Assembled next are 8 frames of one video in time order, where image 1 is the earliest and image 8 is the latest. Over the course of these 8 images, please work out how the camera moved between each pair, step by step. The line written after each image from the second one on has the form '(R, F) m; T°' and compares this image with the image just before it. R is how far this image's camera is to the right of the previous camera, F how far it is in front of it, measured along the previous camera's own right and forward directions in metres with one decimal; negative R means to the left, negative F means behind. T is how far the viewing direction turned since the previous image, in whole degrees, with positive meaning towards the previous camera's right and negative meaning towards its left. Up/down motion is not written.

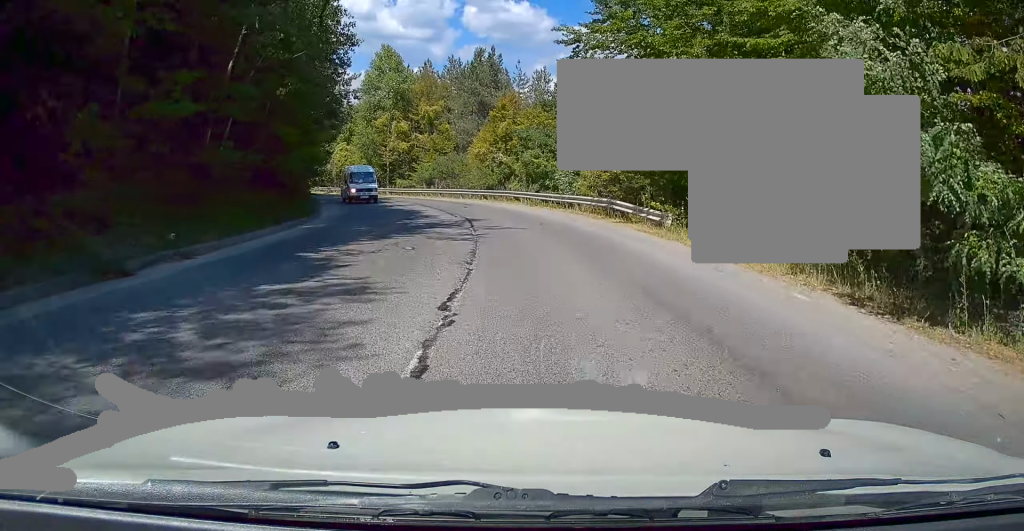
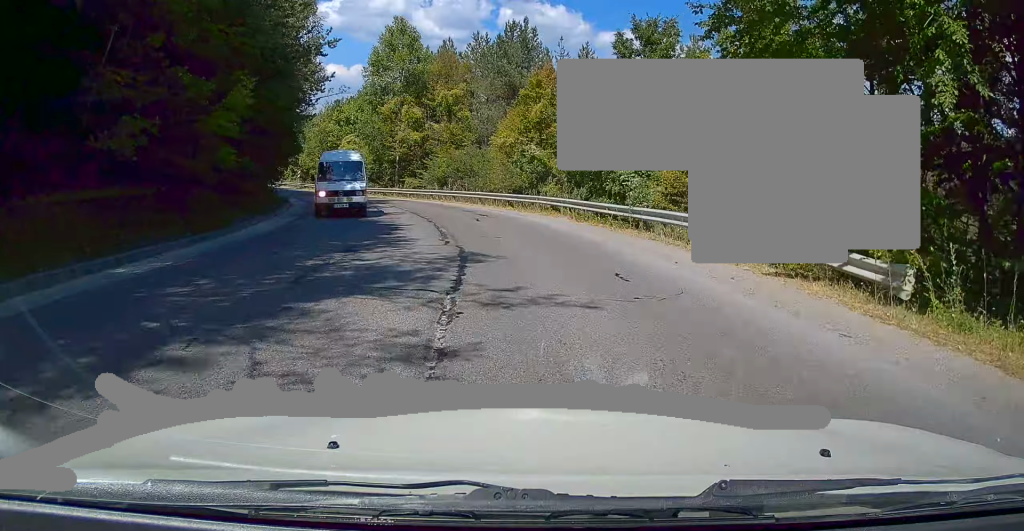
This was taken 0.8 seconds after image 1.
(-0.3, +11.6) m; -4°
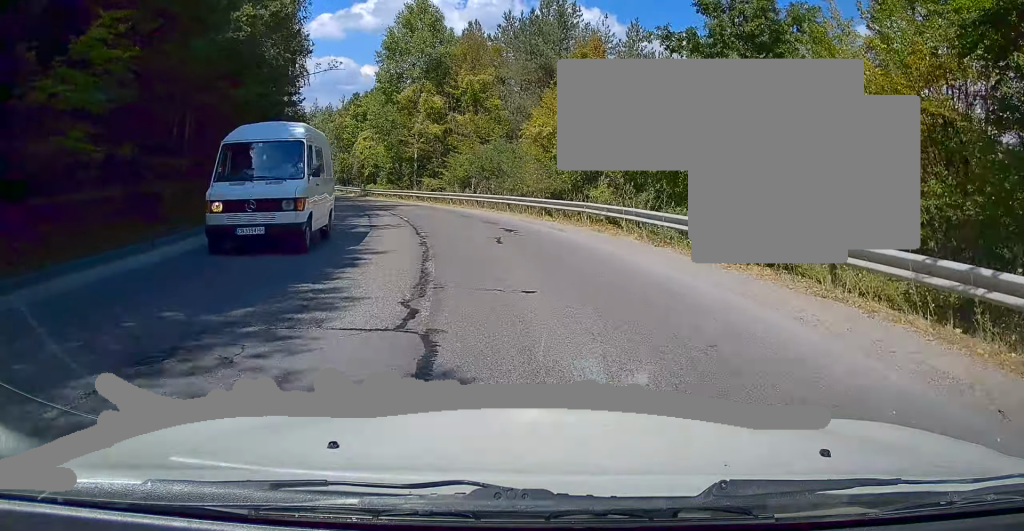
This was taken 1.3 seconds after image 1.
(-0.1, +7.5) m; -4°
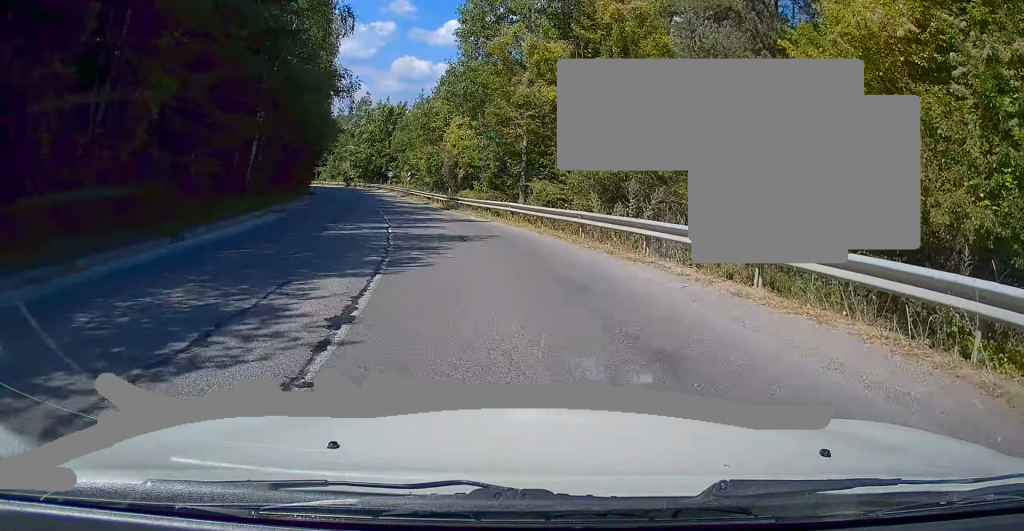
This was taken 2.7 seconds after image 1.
(-1.8, +18.2) m; -13°
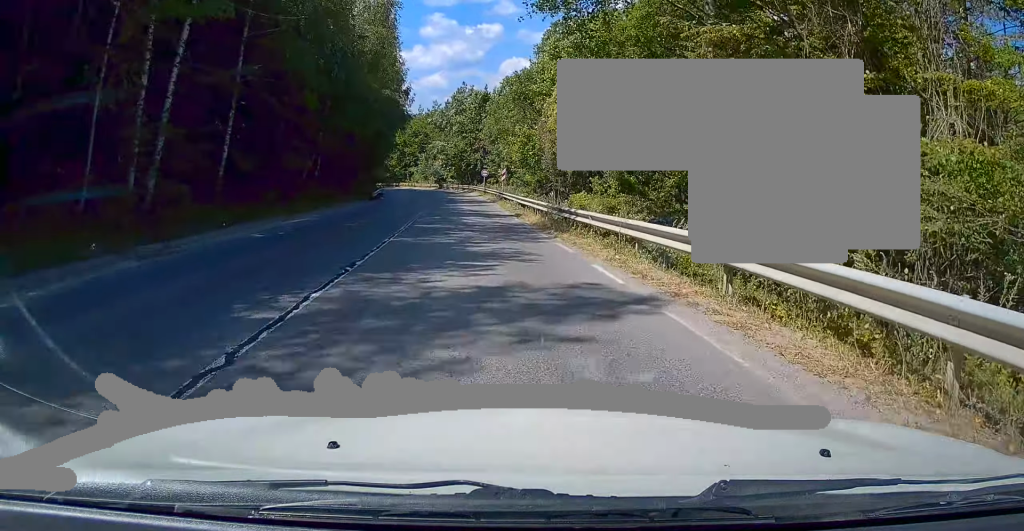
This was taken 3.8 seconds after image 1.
(-1.7, +16.3) m; -9°
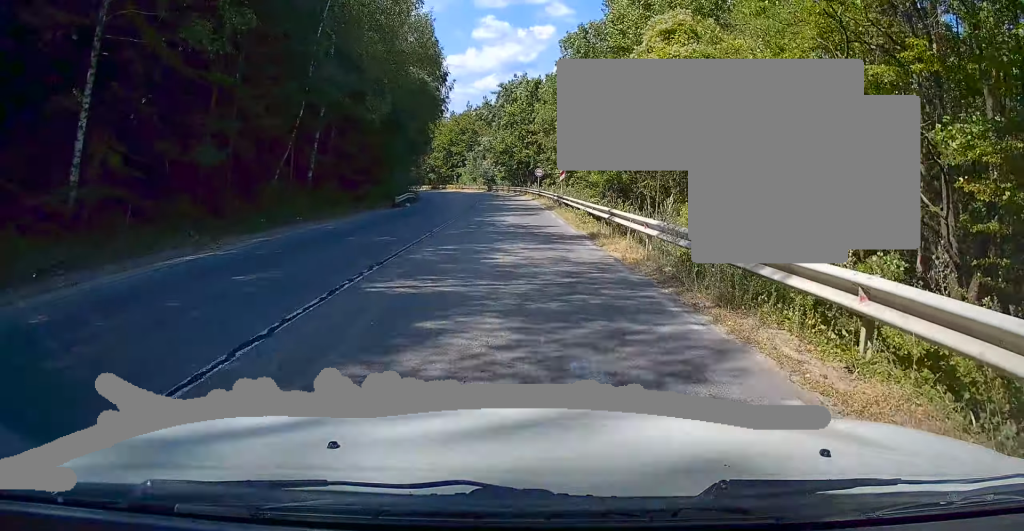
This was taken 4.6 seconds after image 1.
(-0.3, +11.1) m; -5°
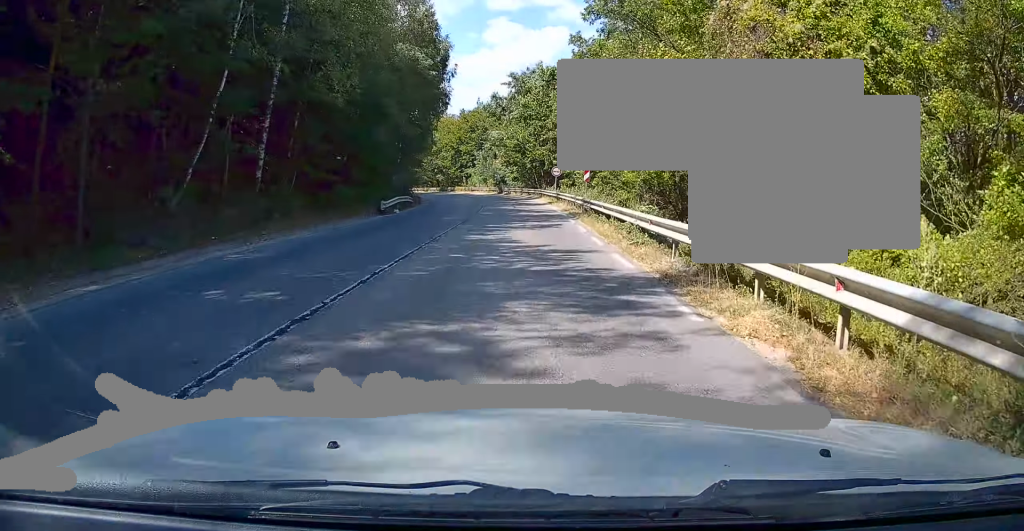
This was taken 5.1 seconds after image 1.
(-0.4, +8.0) m; -3°
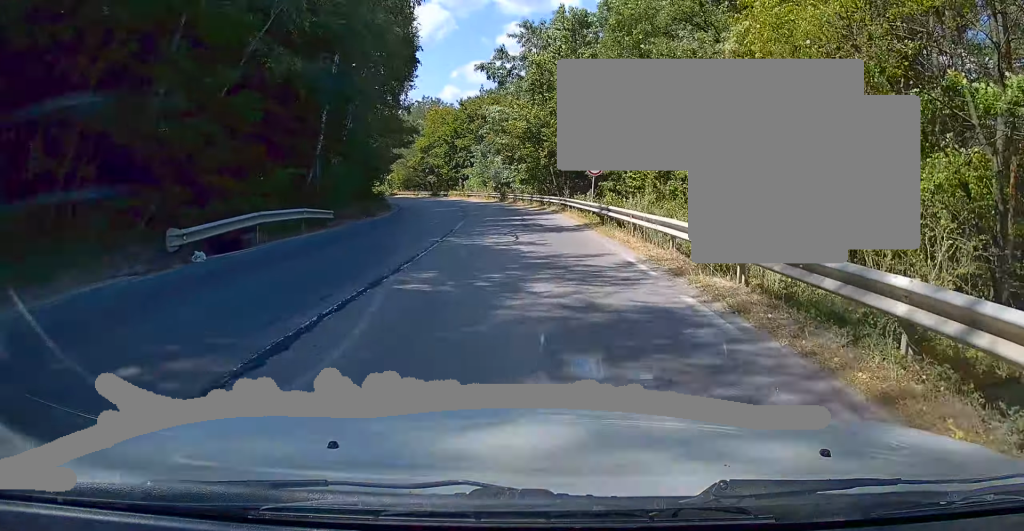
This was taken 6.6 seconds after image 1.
(-1.1, +21.5) m; -3°
